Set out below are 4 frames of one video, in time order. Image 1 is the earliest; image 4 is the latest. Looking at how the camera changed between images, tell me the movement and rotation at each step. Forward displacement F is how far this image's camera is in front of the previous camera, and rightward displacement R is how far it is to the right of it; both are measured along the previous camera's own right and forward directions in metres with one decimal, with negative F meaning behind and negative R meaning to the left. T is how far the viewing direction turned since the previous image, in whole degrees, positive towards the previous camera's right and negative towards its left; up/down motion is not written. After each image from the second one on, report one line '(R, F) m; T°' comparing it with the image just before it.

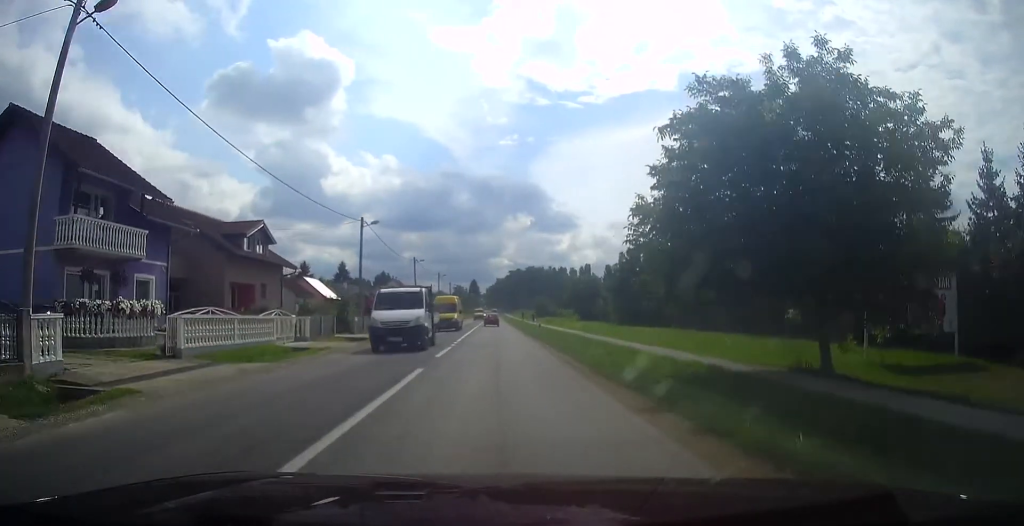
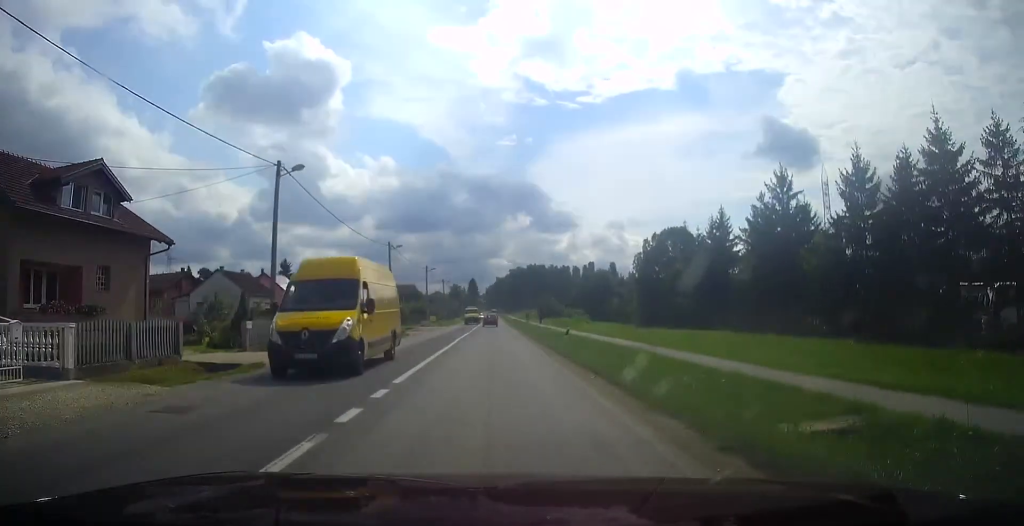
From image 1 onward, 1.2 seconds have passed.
(-0.3, +16.8) m; 0°
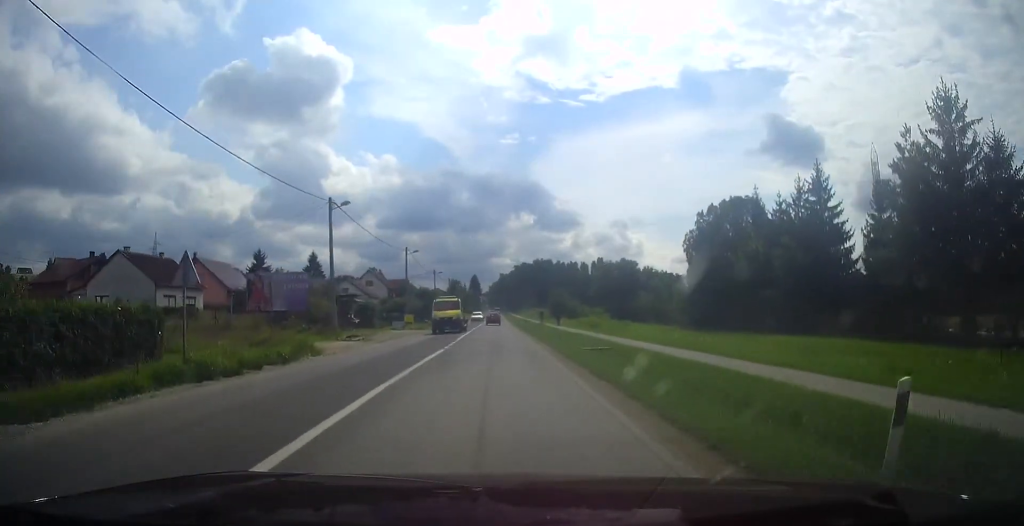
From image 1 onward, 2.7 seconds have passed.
(+0.3, +21.2) m; +1°
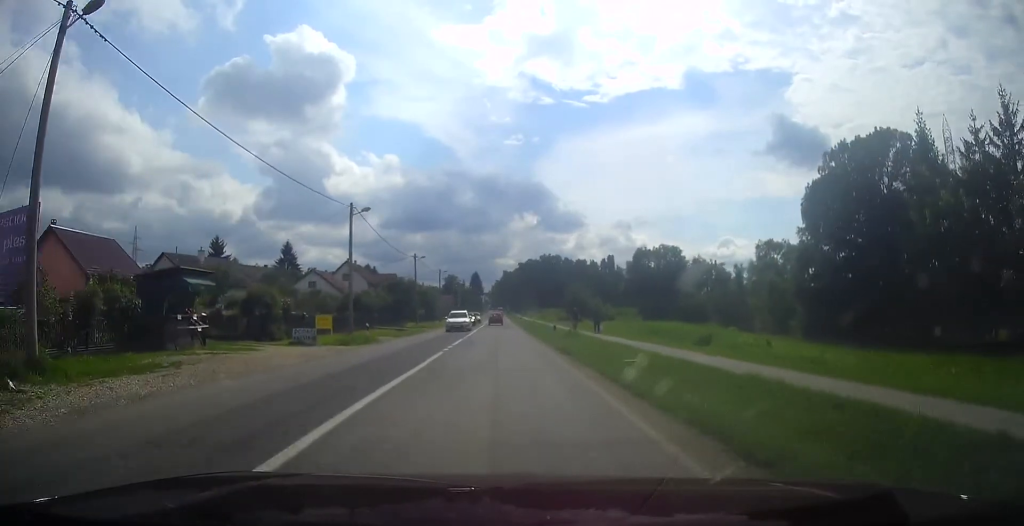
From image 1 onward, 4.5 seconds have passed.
(+0.3, +24.7) m; 0°
